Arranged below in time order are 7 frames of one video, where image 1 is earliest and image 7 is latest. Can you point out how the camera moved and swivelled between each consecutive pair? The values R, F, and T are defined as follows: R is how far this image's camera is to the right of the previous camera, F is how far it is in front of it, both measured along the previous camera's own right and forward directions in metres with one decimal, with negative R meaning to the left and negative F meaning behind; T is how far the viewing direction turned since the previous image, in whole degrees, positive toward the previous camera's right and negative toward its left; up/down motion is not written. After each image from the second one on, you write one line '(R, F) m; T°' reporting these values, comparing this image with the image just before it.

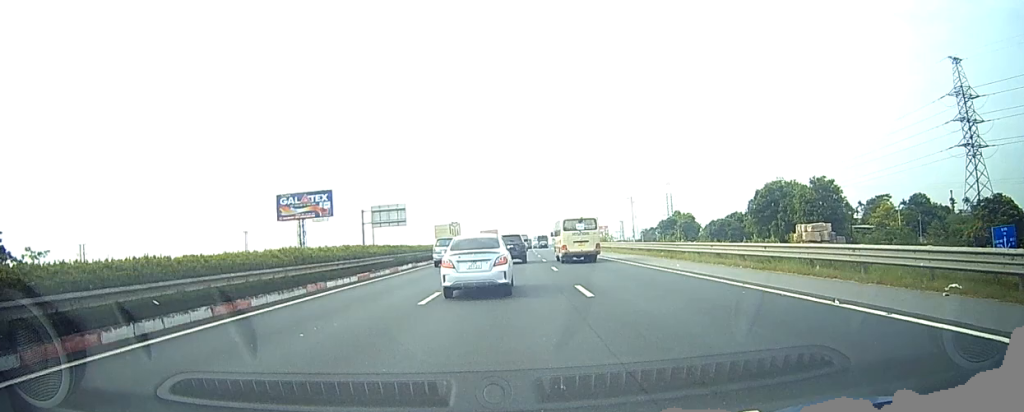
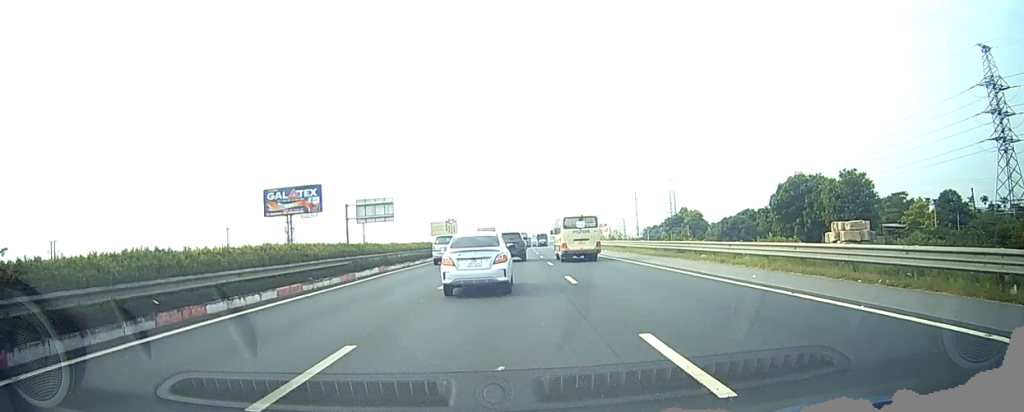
(+0.1, +9.5) m; 0°
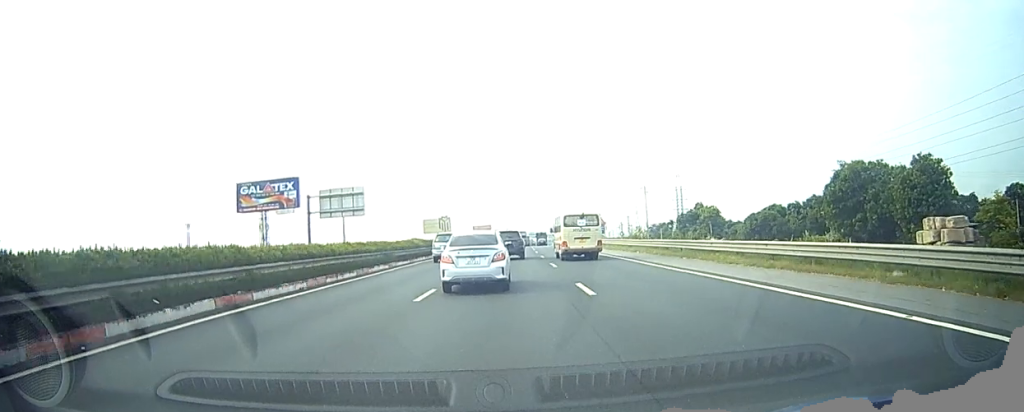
(+0.2, +16.1) m; +1°
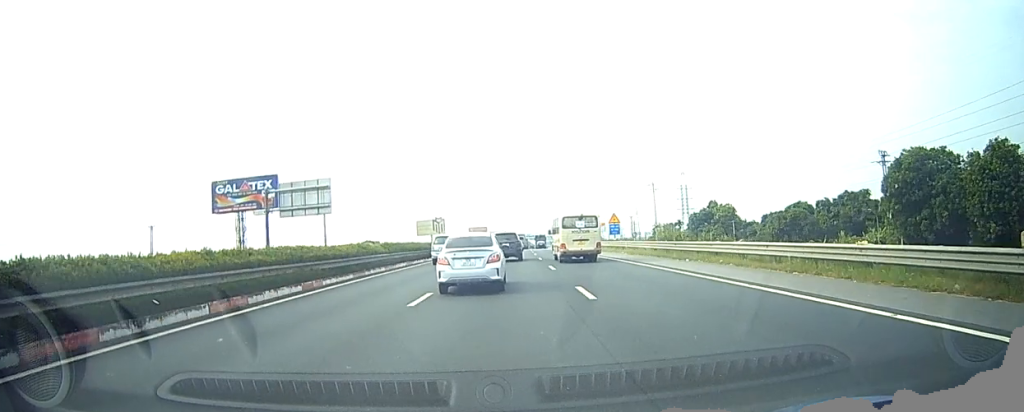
(0.0, +12.4) m; 0°
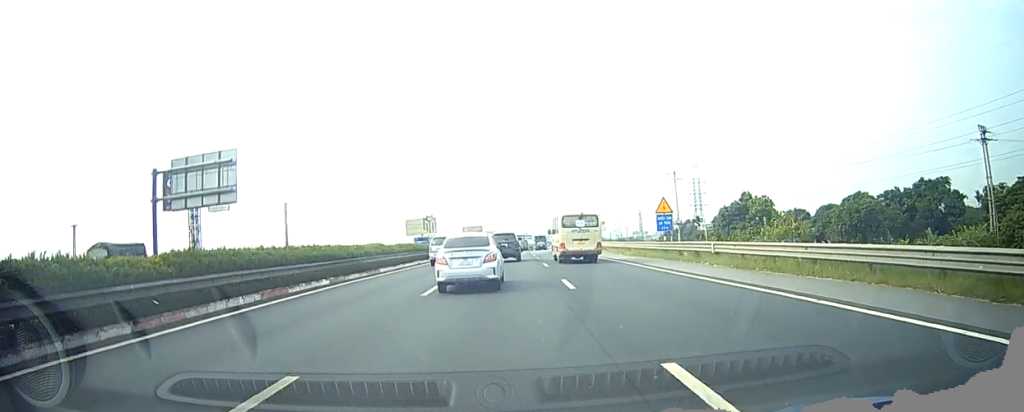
(-0.2, +20.6) m; -1°
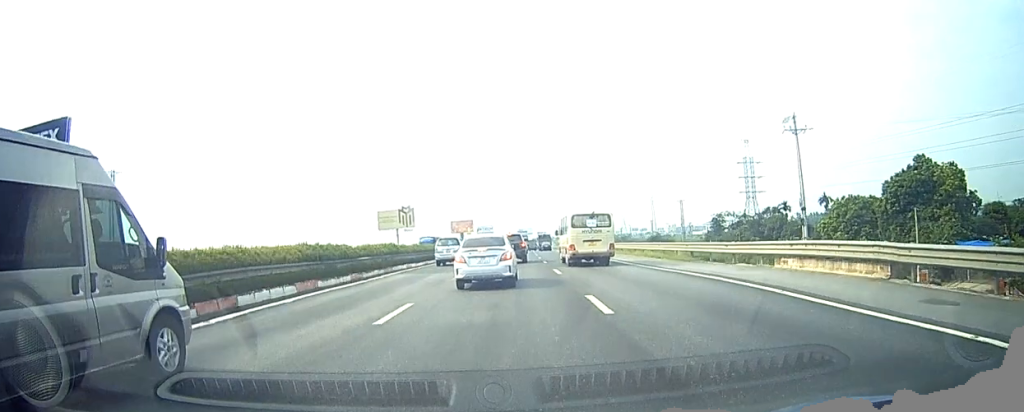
(-0.4, +52.2) m; 0°
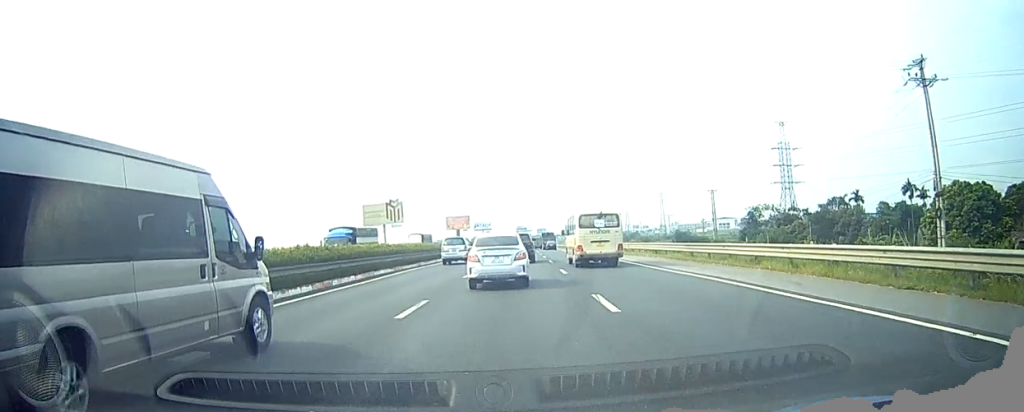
(+0.2, +23.1) m; +2°
